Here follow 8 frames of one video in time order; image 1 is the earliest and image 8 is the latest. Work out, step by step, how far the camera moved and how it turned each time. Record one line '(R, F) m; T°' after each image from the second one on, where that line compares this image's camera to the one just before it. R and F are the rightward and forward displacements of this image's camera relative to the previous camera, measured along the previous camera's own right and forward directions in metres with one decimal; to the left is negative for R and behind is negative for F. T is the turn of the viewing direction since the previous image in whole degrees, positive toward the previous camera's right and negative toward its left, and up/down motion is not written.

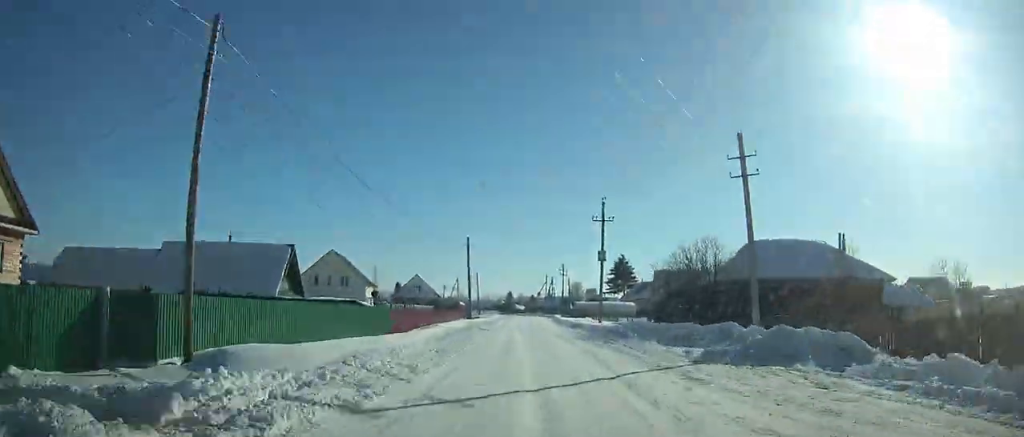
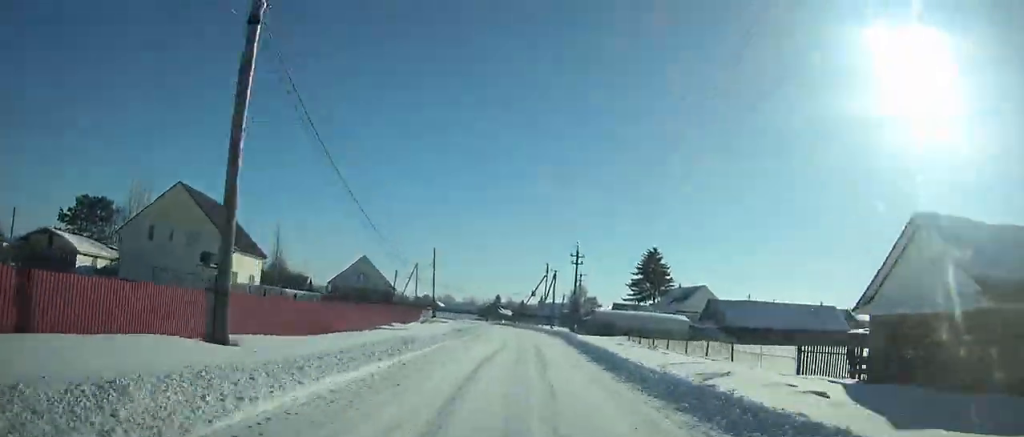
(+0.5, +34.2) m; +1°
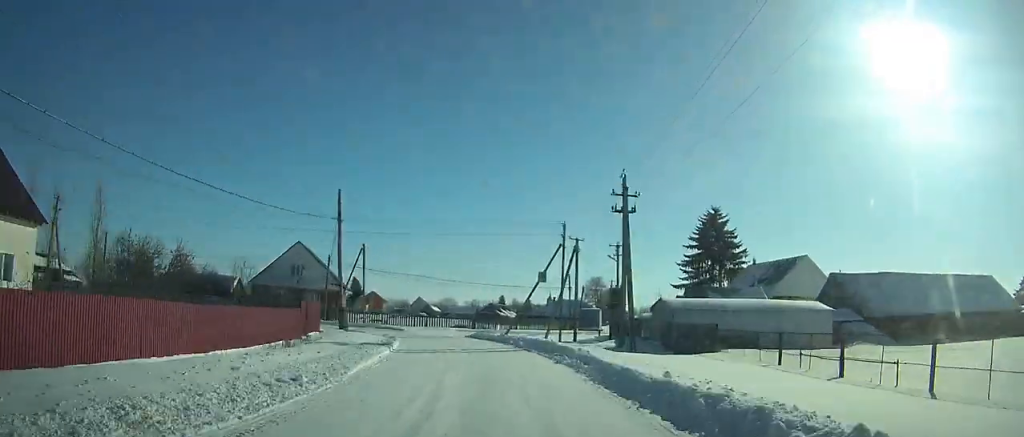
(-0.1, +25.7) m; -3°
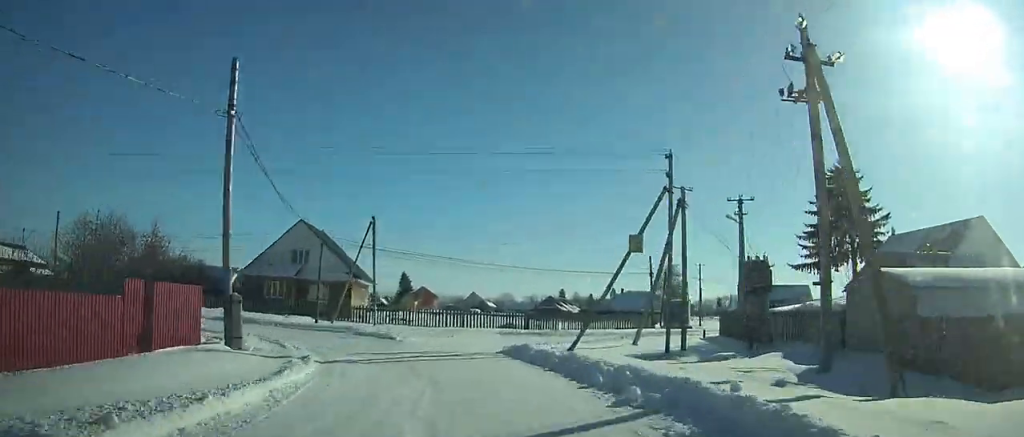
(+0.4, +15.9) m; -5°
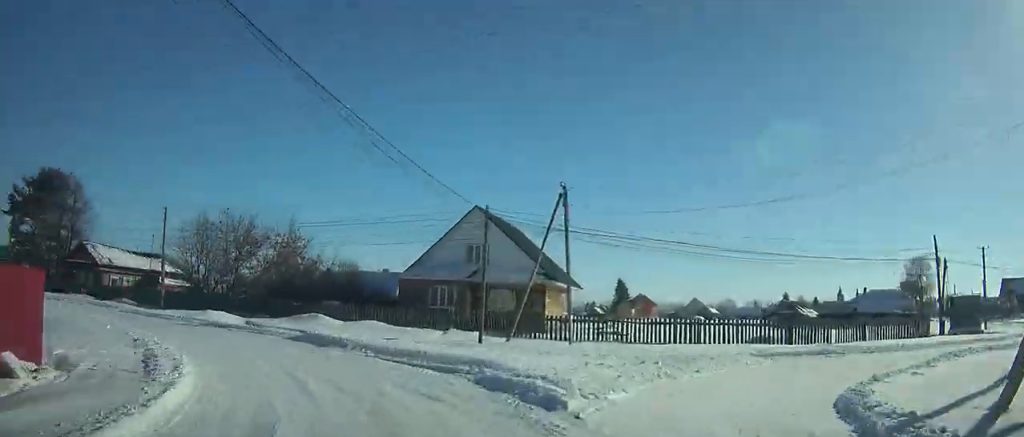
(-2.0, +15.3) m; -30°
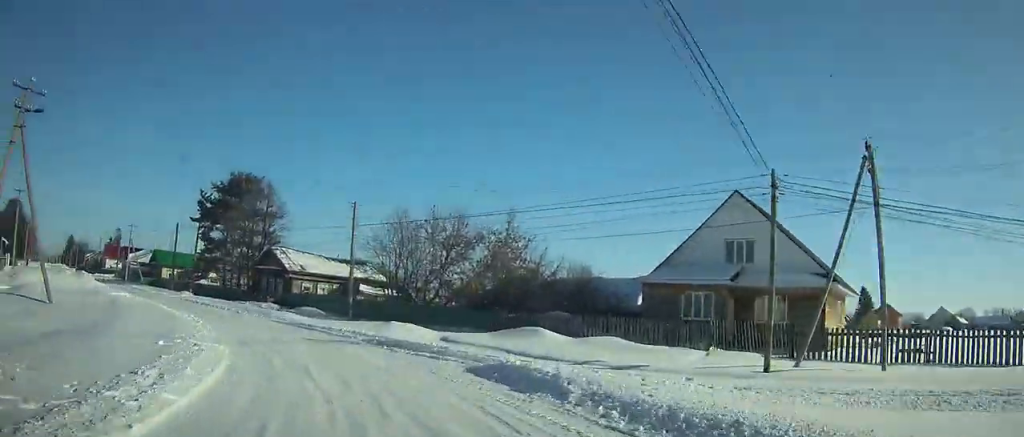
(-0.8, +7.7) m; -18°
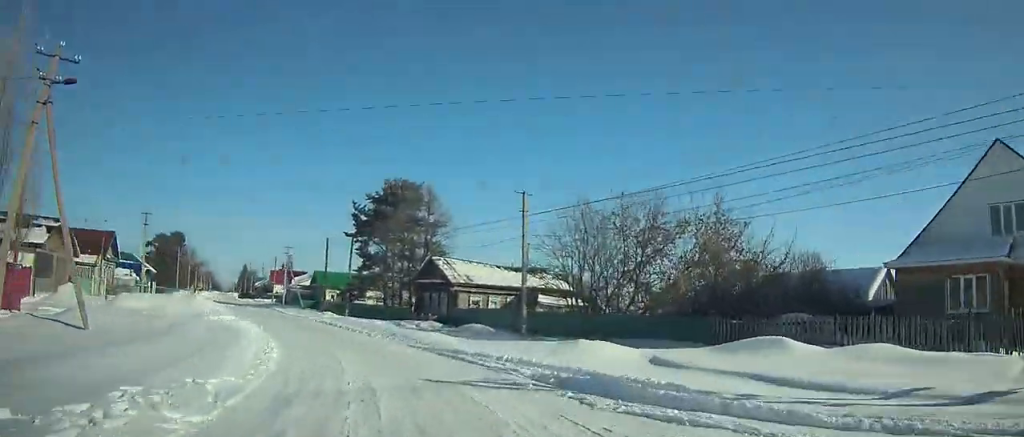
(-4.1, +5.7) m; -12°
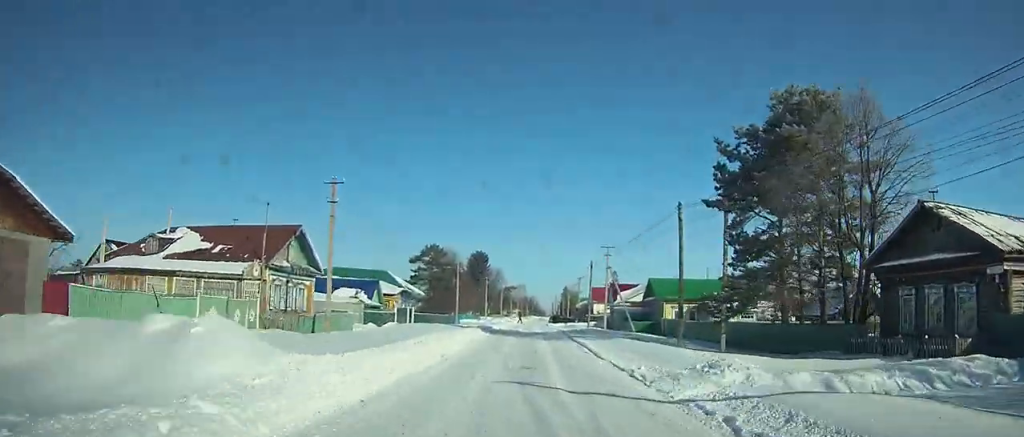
(-3.2, +22.9) m; -18°
